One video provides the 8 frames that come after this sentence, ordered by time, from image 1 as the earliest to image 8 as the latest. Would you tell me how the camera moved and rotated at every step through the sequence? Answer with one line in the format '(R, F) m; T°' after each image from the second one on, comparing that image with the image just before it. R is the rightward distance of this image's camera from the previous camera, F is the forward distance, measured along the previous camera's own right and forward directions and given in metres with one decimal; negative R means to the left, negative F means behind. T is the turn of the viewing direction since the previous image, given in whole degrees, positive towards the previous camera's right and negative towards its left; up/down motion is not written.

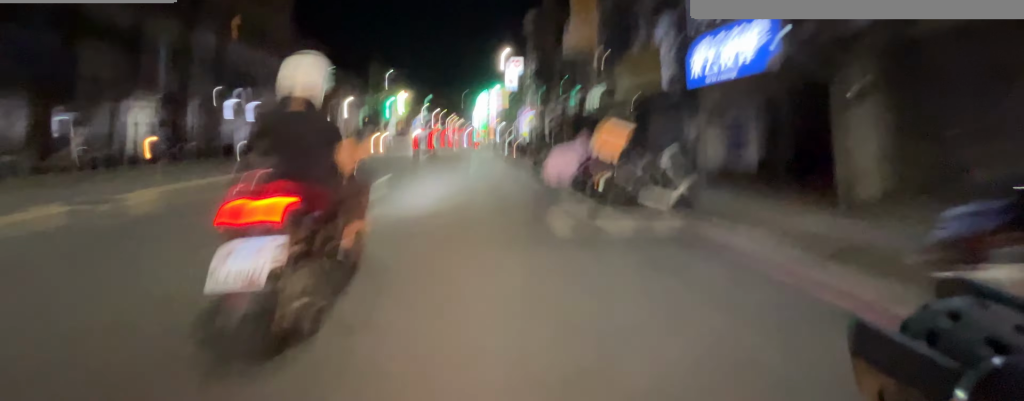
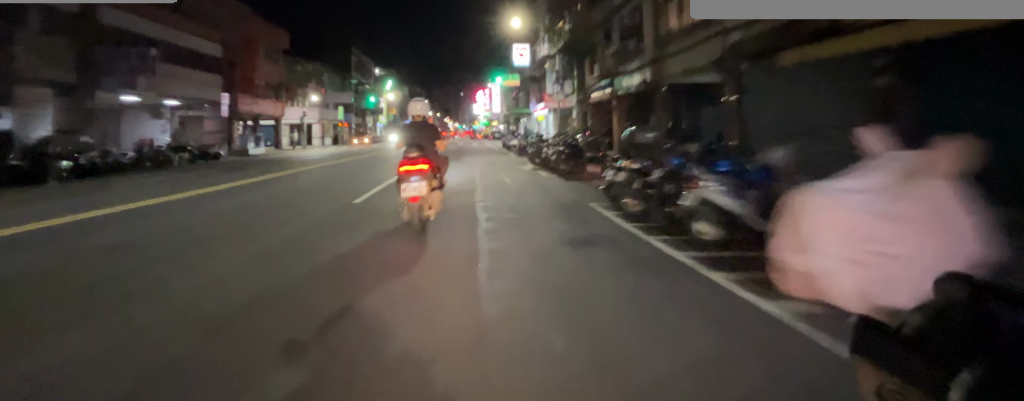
(0.0, +9.7) m; 0°
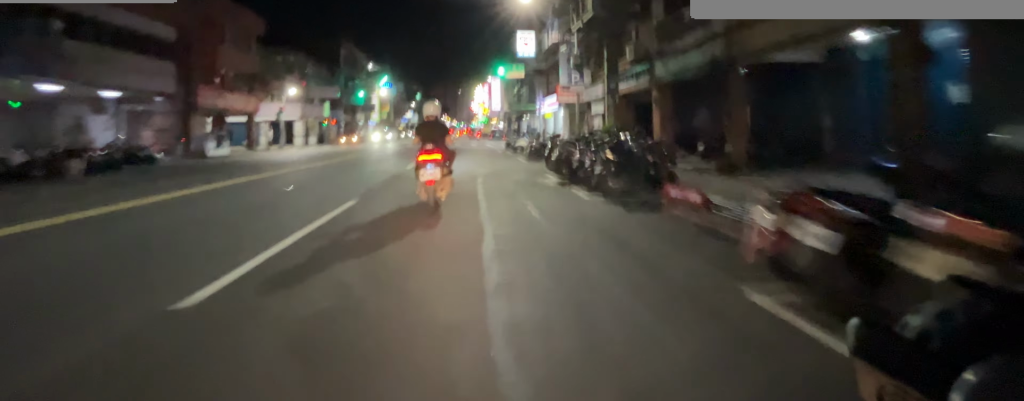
(0.0, +4.3) m; 0°
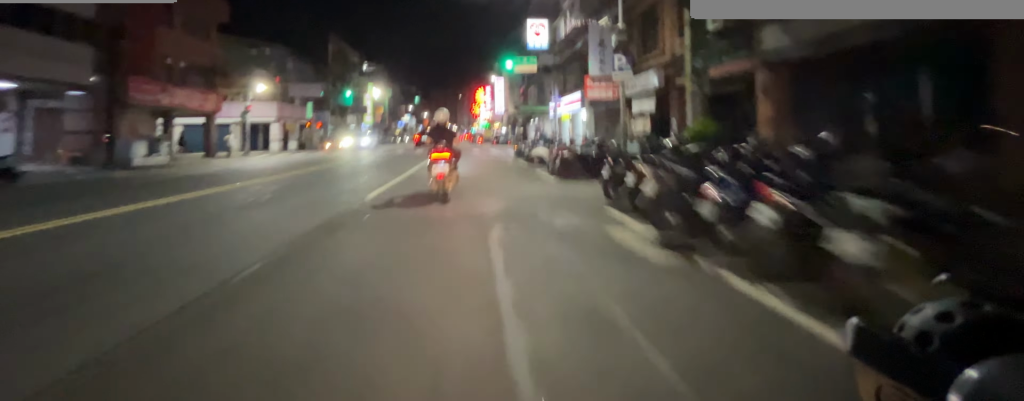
(0.0, +5.3) m; +2°
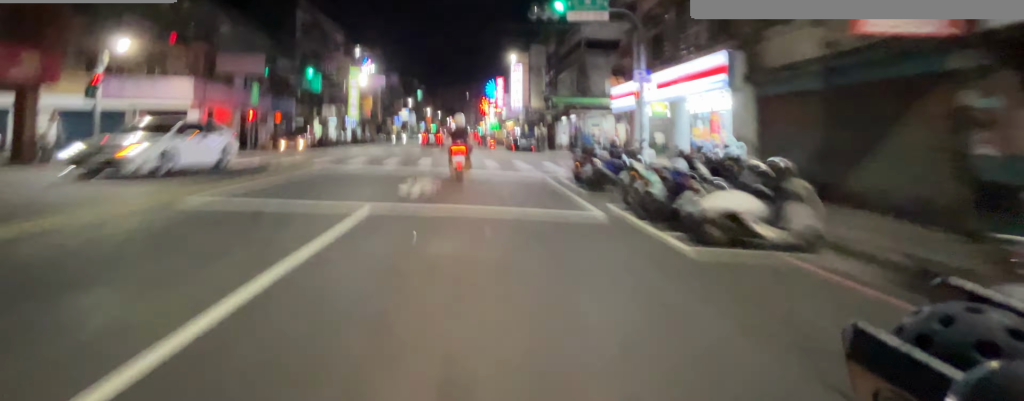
(+0.4, +12.0) m; +2°
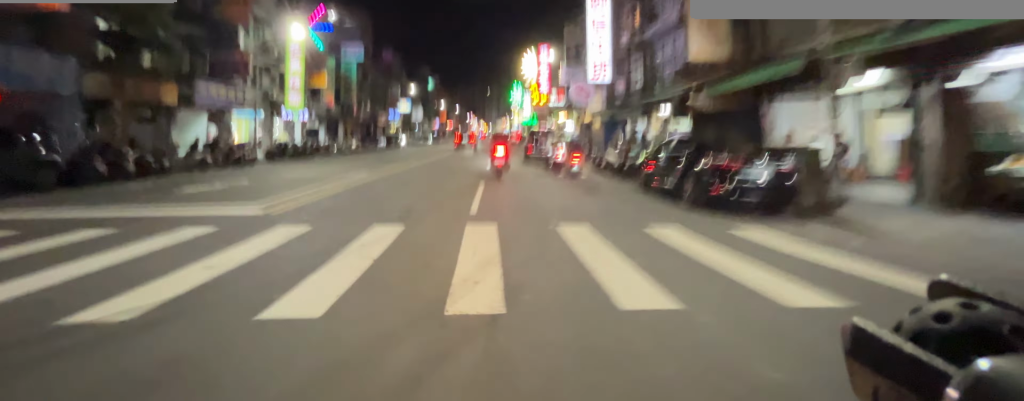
(-1.1, +23.2) m; -3°
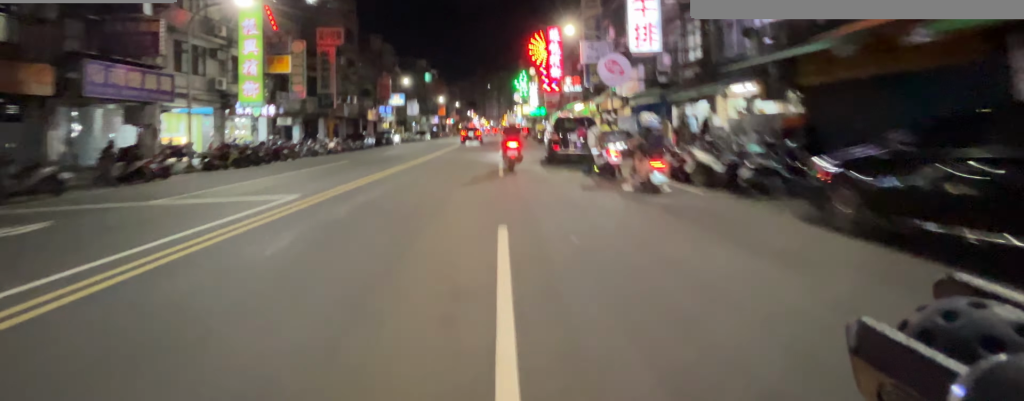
(+0.1, +5.7) m; 0°
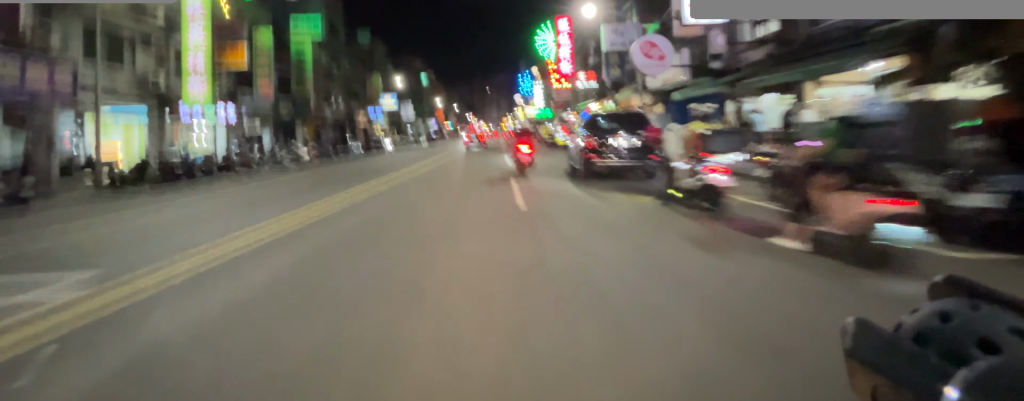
(+0.2, +4.3) m; -1°
